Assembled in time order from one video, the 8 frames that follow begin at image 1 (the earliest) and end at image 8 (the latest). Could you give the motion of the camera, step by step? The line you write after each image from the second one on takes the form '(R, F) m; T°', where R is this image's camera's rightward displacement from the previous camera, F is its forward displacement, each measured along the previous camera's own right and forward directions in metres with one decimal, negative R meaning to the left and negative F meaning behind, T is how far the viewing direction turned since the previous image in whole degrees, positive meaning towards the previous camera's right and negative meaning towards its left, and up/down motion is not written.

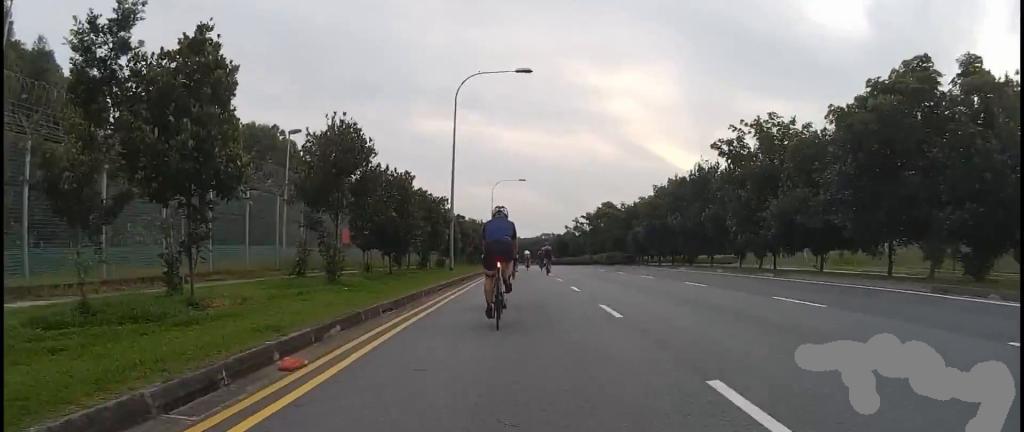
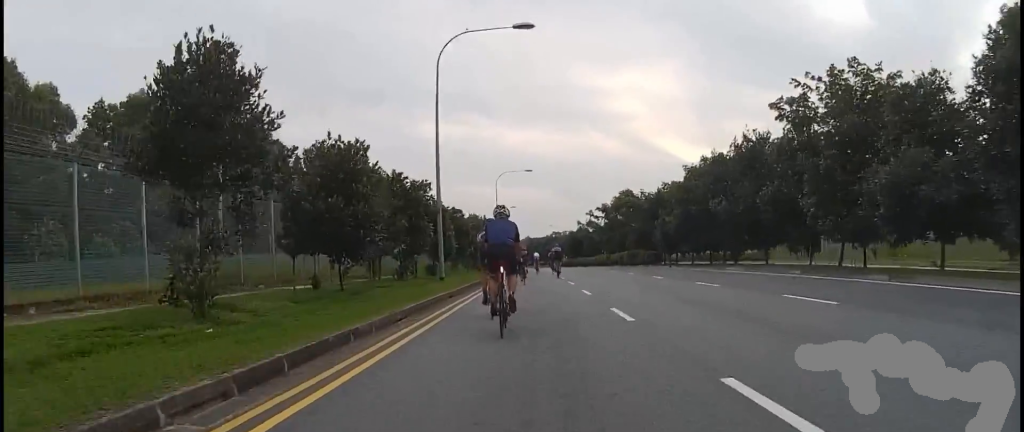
(-0.1, +6.1) m; -1°
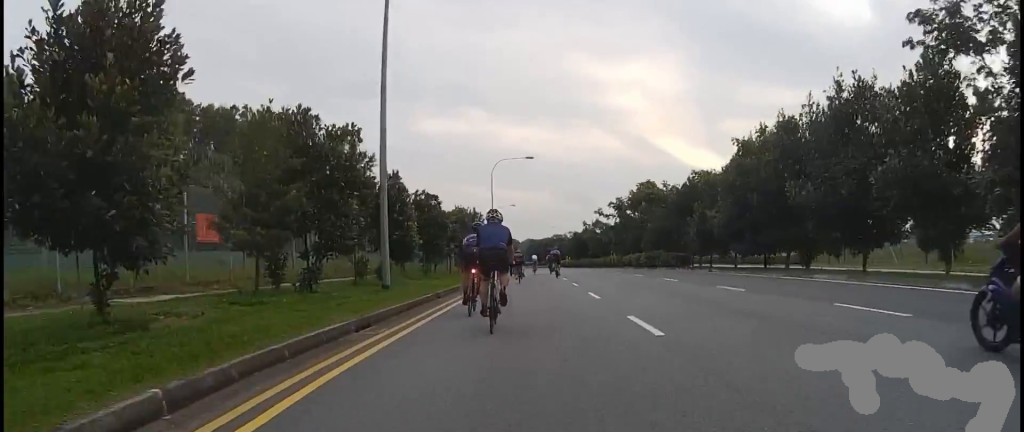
(0.0, +8.0) m; 0°
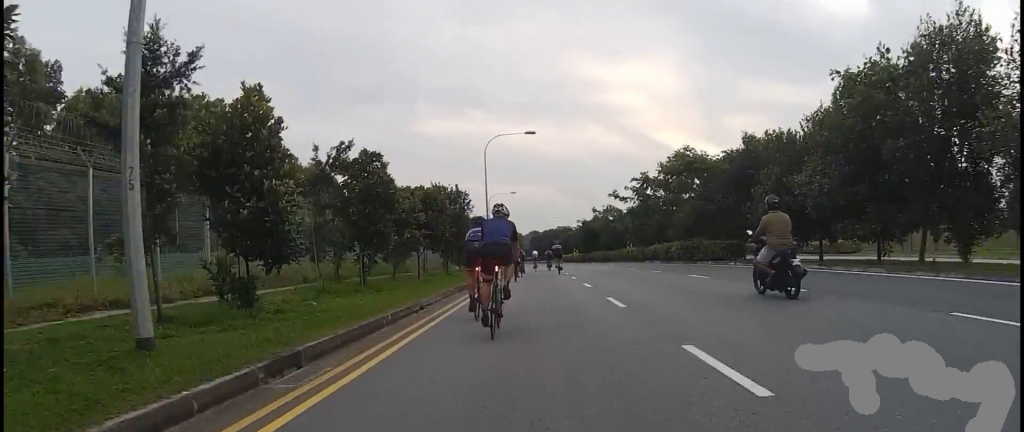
(0.0, +8.7) m; 0°
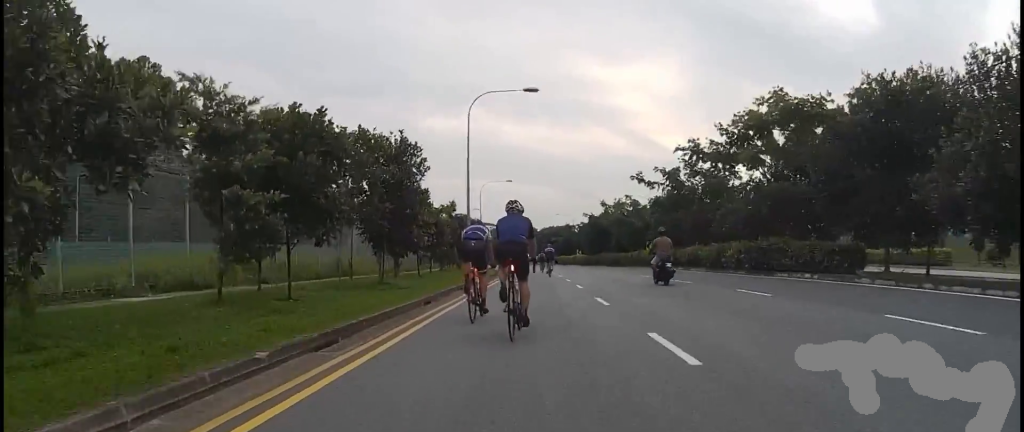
(0.0, +10.7) m; 0°
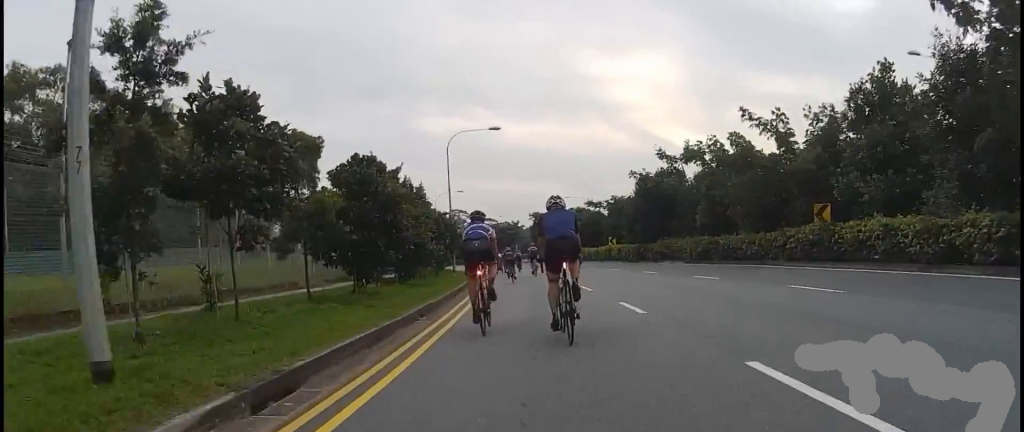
(+0.1, +26.3) m; +4°
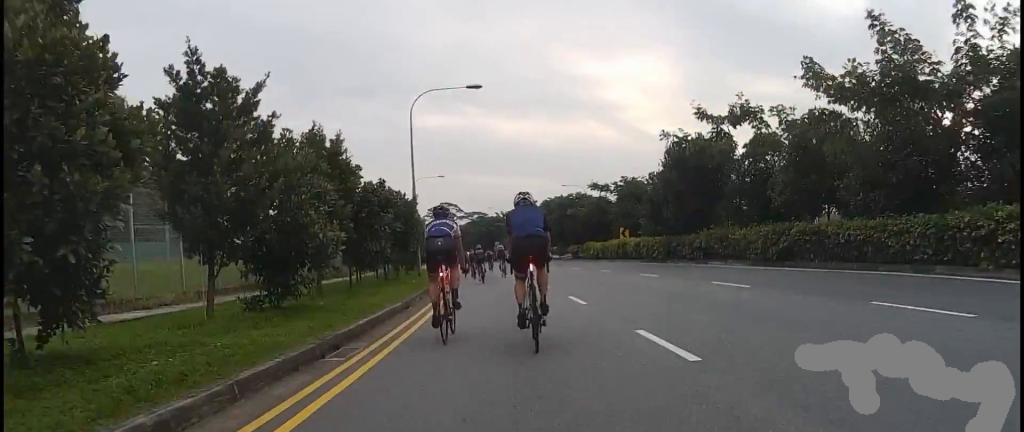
(+0.5, +9.7) m; 0°
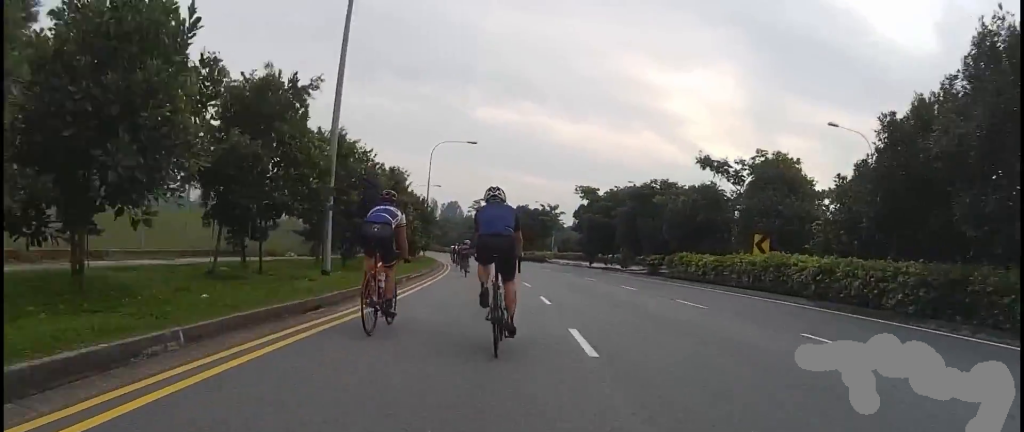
(-1.2, +16.9) m; -10°
